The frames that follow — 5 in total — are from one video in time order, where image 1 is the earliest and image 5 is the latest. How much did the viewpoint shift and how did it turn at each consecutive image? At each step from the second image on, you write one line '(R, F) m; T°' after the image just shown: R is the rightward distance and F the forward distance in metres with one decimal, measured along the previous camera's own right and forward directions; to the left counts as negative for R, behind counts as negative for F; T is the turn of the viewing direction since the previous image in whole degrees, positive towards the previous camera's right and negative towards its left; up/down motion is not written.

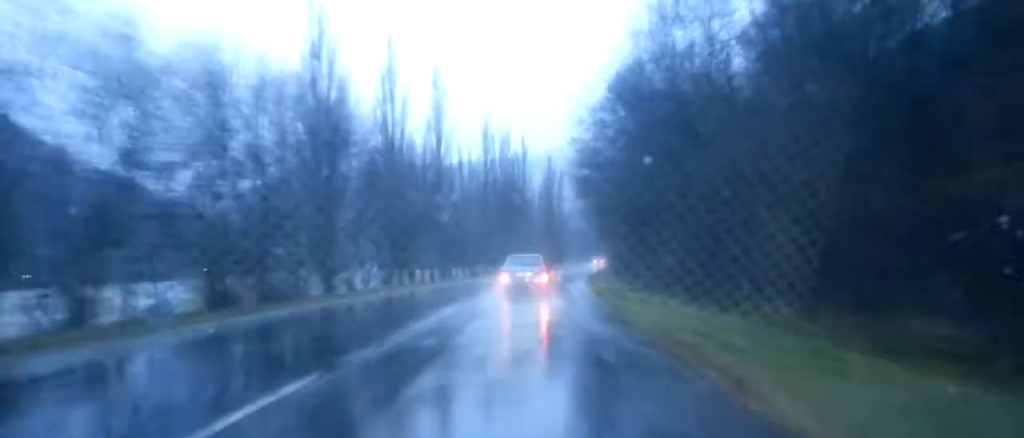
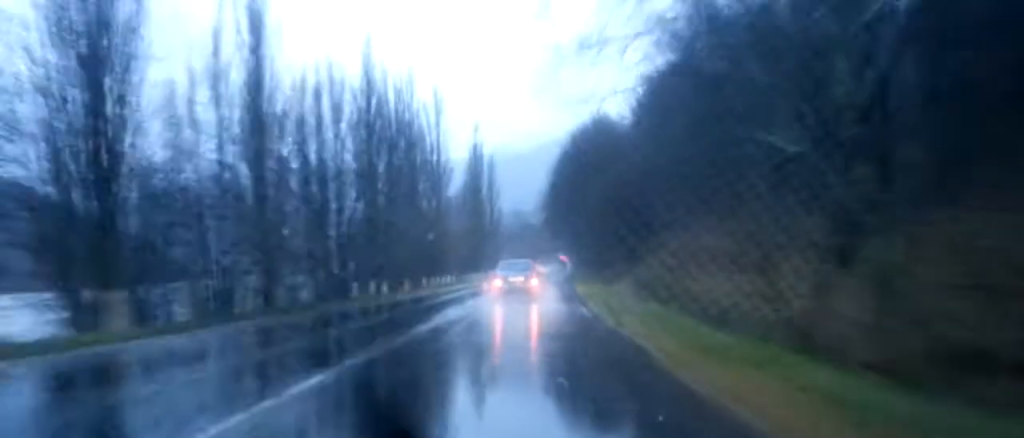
(+0.9, +53.9) m; +1°
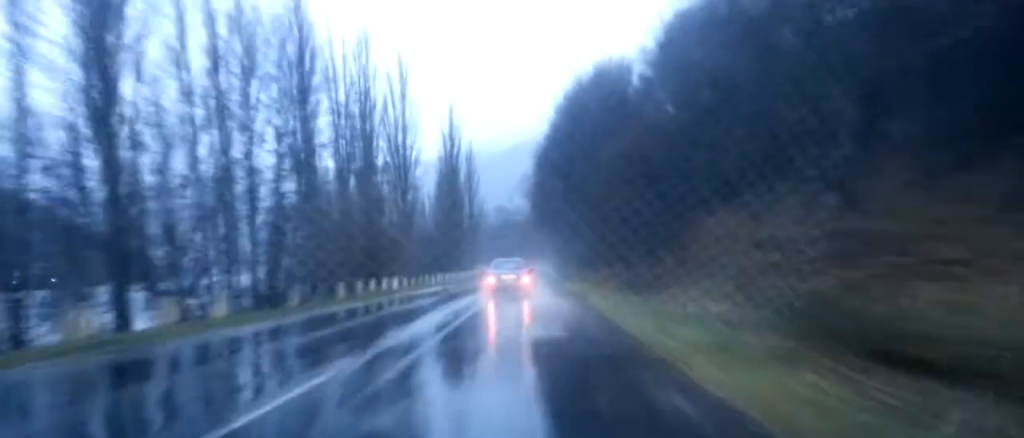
(-0.3, +19.1) m; 0°
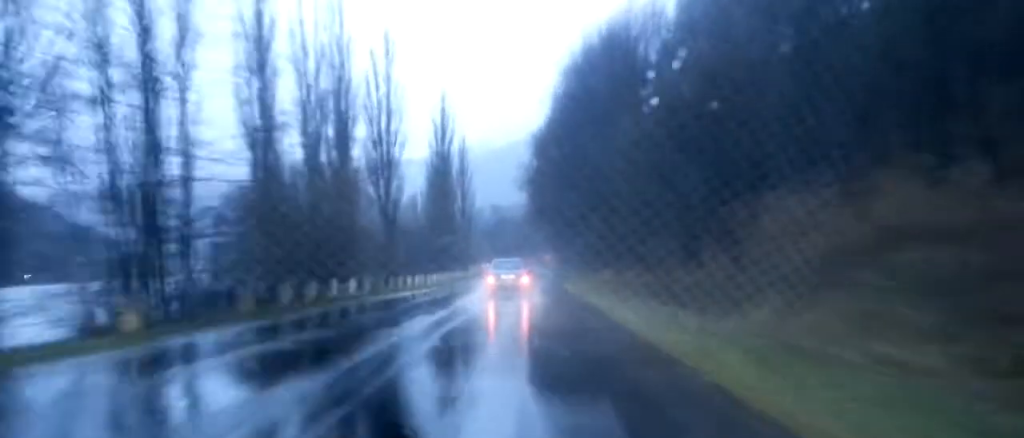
(+0.2, +10.0) m; +1°
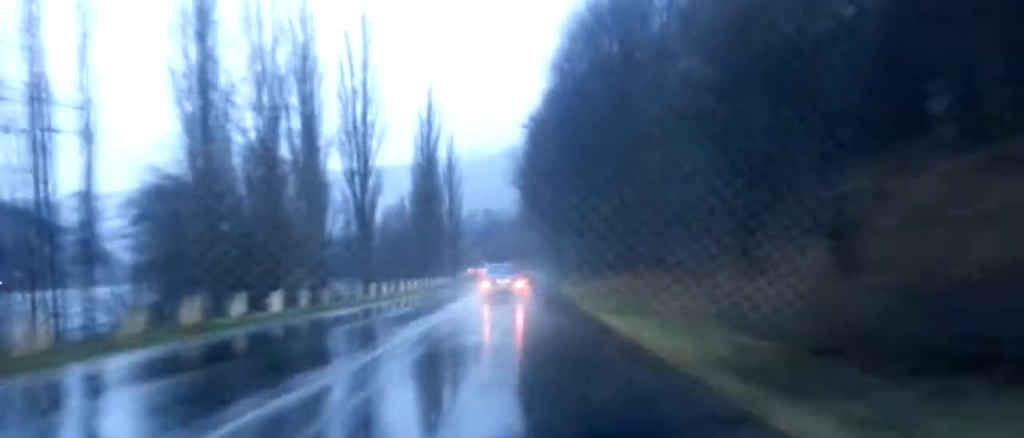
(0.0, +8.9) m; +1°
